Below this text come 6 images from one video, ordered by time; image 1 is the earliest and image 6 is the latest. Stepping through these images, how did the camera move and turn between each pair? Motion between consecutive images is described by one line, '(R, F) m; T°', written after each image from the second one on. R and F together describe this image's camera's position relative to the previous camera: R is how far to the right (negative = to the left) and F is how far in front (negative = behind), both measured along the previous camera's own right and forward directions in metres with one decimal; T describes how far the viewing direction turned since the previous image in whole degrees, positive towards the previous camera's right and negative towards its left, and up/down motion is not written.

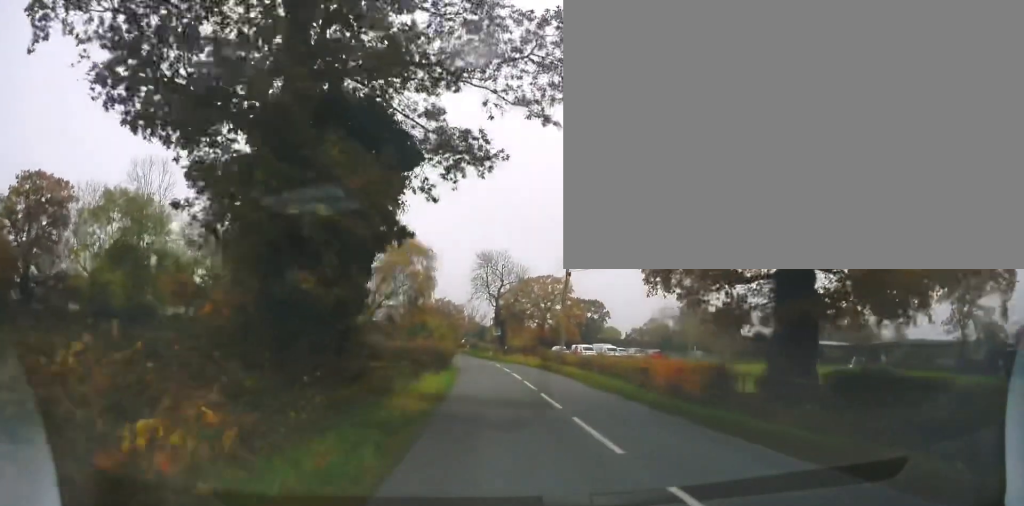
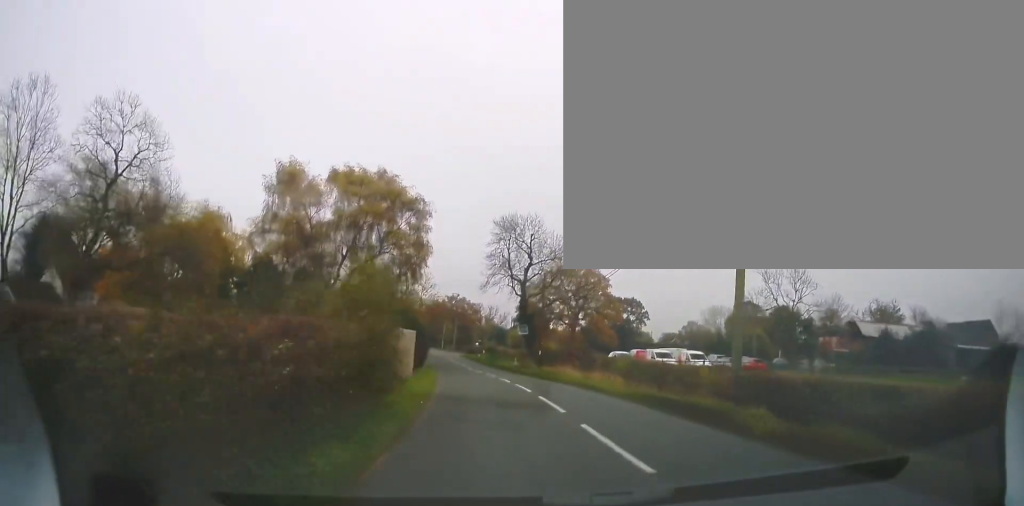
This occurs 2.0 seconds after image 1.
(-0.3, +25.6) m; -1°
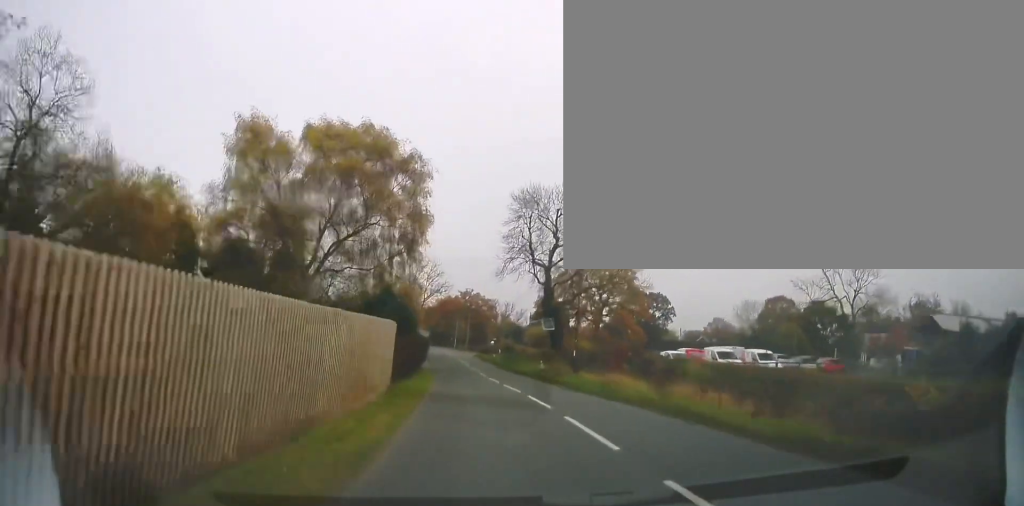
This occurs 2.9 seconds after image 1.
(-0.1, +11.0) m; -2°
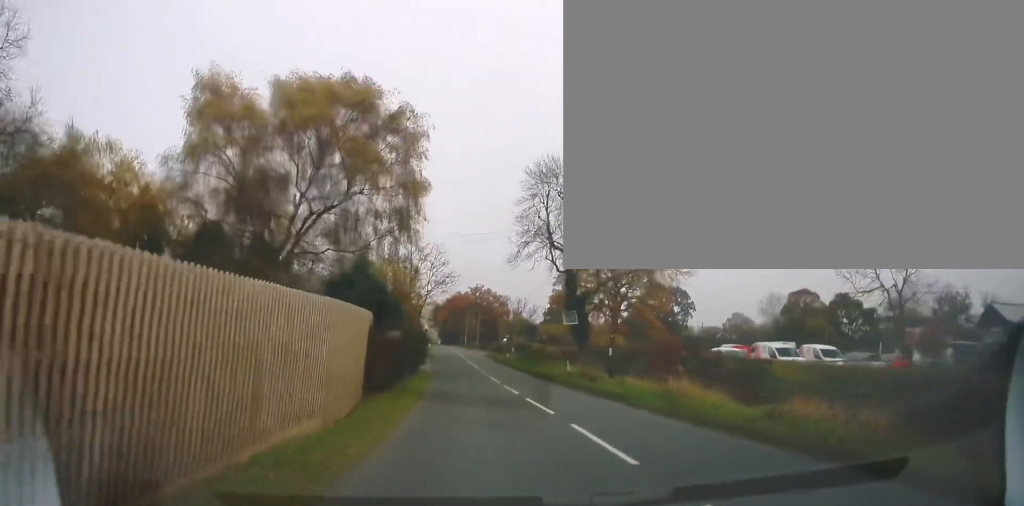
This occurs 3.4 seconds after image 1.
(-0.1, +6.6) m; -2°
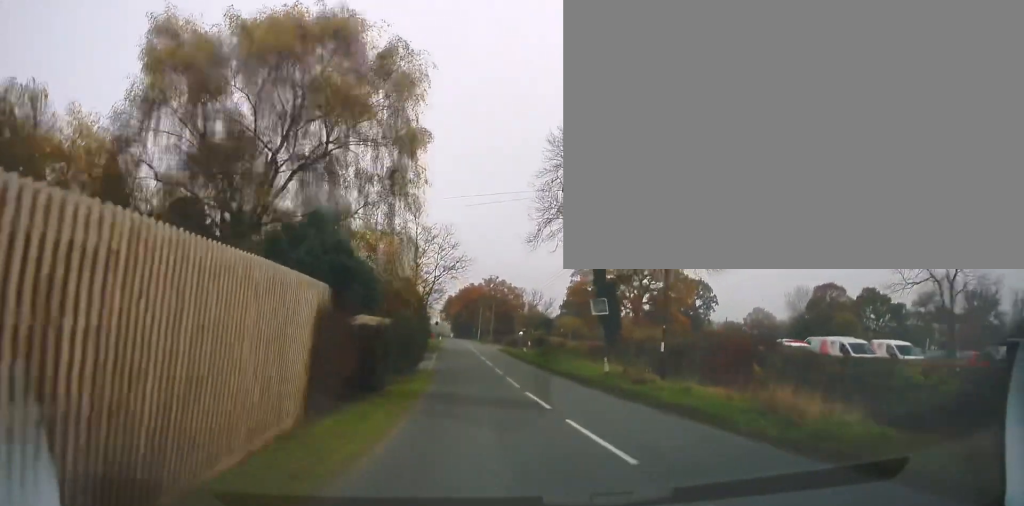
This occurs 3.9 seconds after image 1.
(-0.1, +6.0) m; -1°
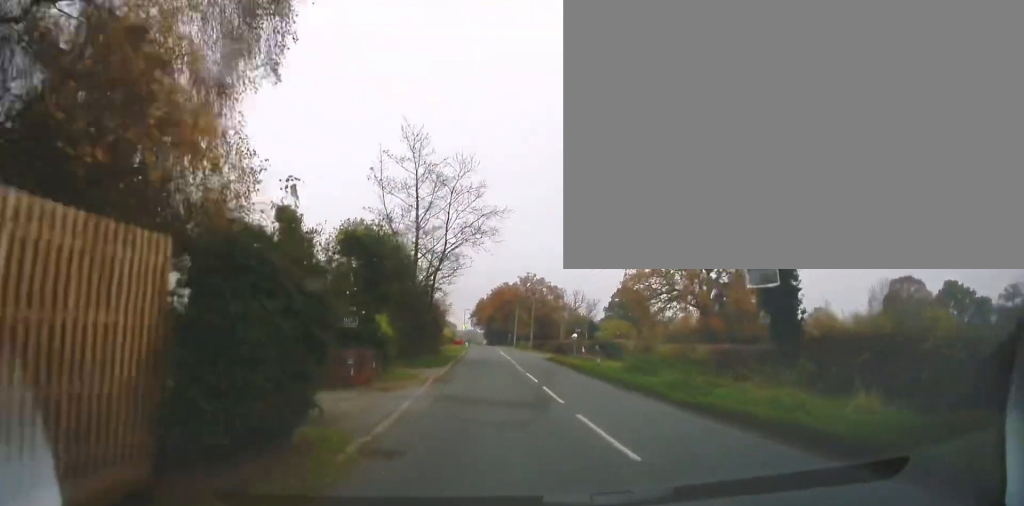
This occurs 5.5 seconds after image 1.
(-0.3, +18.7) m; -2°
